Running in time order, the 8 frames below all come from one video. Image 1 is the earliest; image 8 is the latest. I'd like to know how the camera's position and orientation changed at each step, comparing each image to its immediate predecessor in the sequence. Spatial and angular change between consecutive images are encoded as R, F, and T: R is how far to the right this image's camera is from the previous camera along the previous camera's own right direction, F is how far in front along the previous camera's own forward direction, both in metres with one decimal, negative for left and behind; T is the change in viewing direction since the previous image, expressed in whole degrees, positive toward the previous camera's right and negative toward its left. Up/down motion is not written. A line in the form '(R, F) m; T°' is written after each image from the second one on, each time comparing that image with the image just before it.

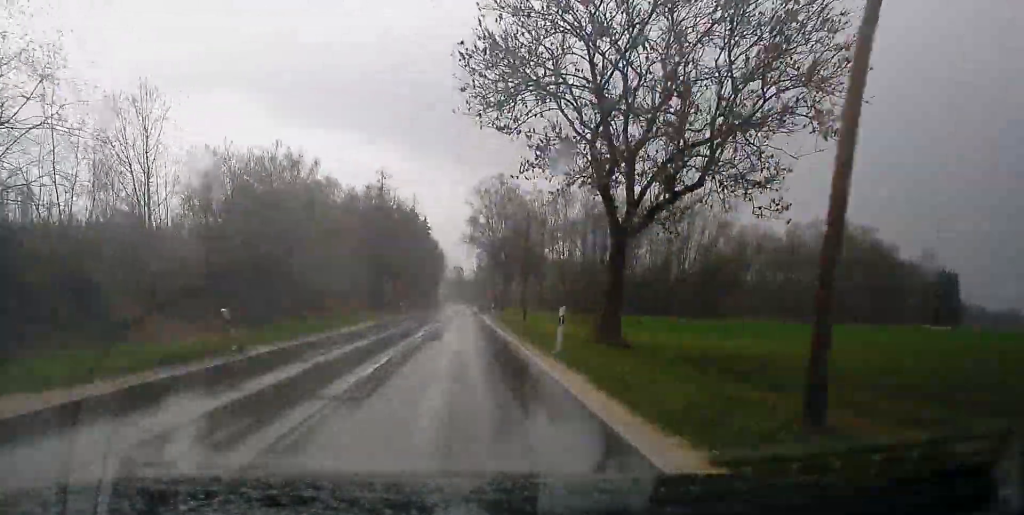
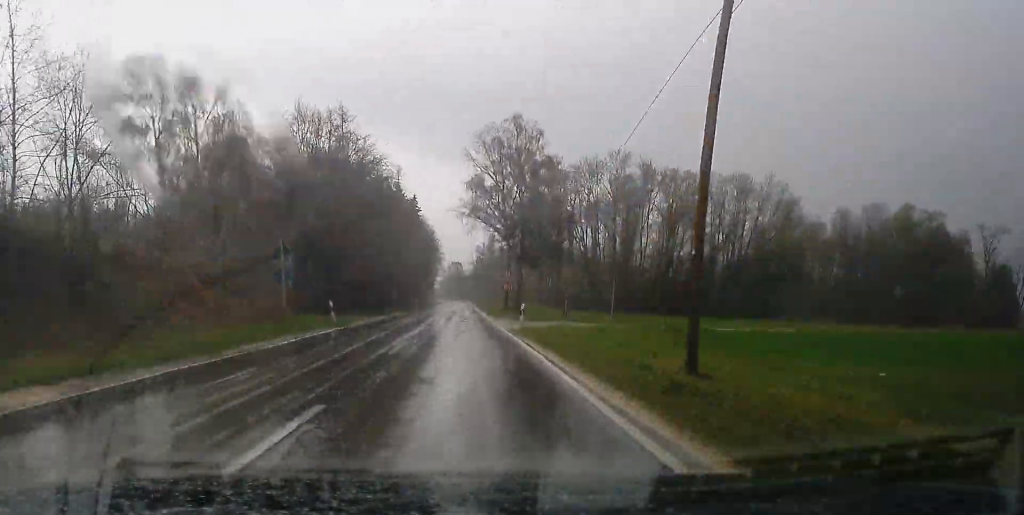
(+0.1, +34.8) m; 0°
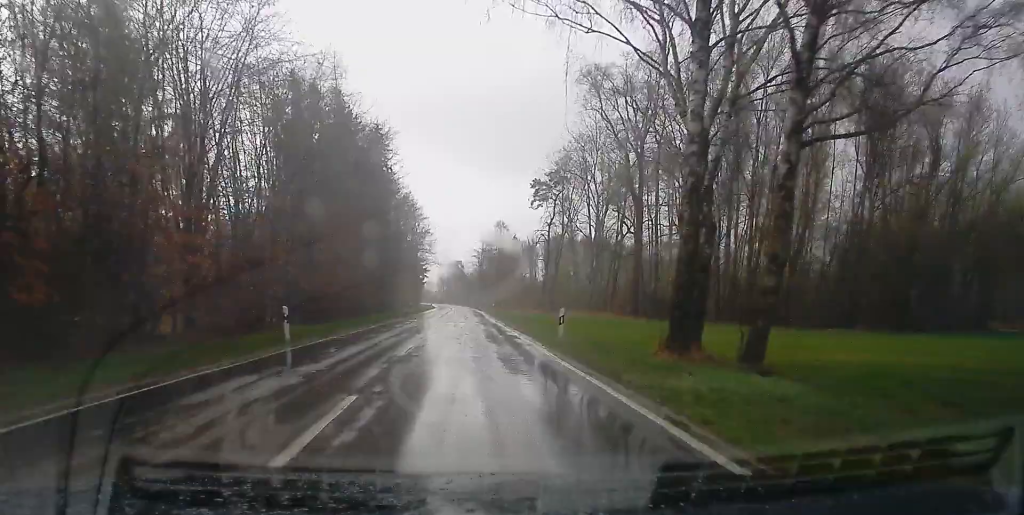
(+0.2, +62.5) m; 0°
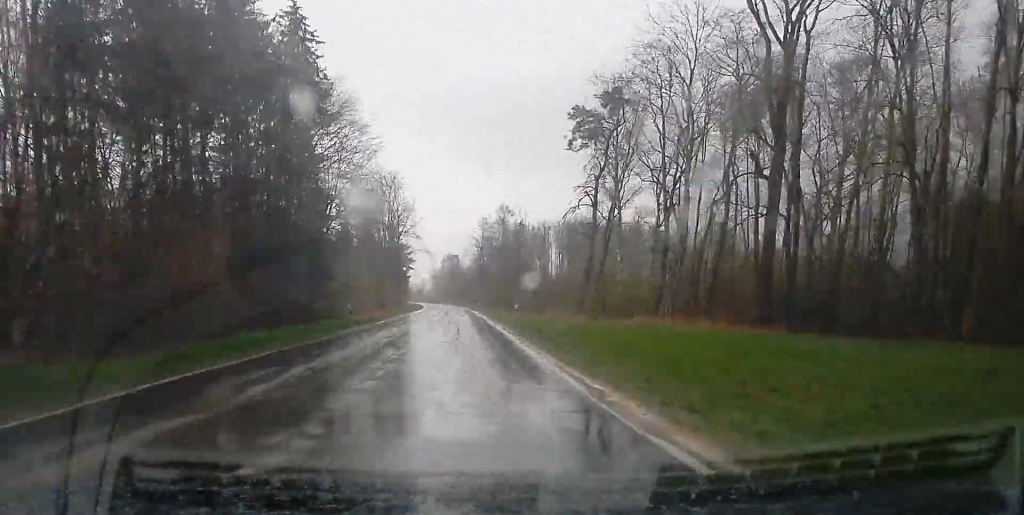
(-0.1, +35.9) m; -1°
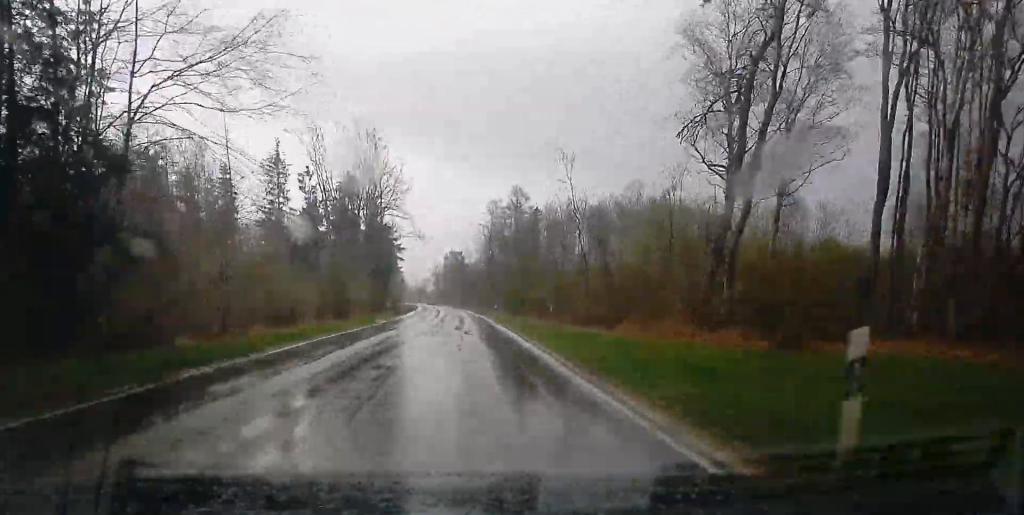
(-0.1, +30.7) m; -1°
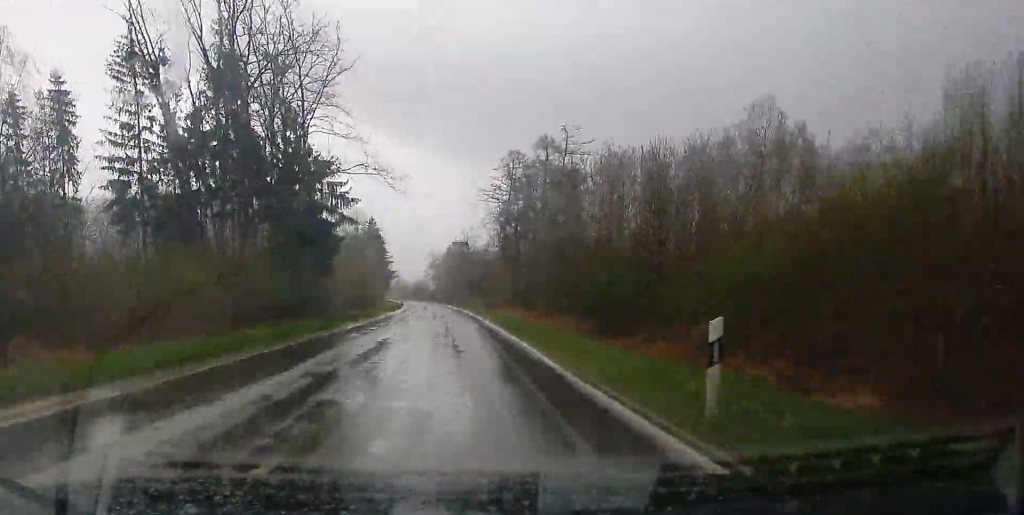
(-0.6, +46.4) m; -1°
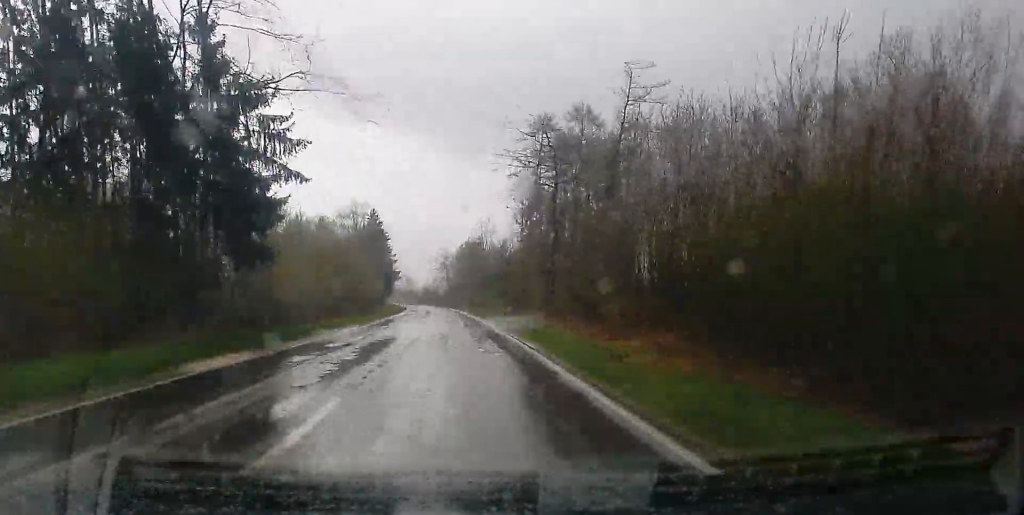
(-0.1, +21.1) m; -1°
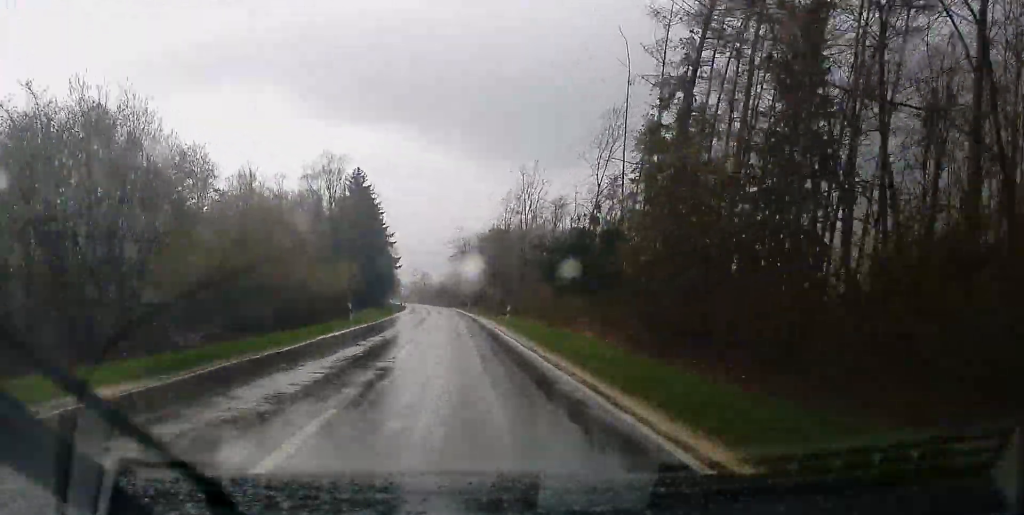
(-0.4, +49.2) m; -1°
